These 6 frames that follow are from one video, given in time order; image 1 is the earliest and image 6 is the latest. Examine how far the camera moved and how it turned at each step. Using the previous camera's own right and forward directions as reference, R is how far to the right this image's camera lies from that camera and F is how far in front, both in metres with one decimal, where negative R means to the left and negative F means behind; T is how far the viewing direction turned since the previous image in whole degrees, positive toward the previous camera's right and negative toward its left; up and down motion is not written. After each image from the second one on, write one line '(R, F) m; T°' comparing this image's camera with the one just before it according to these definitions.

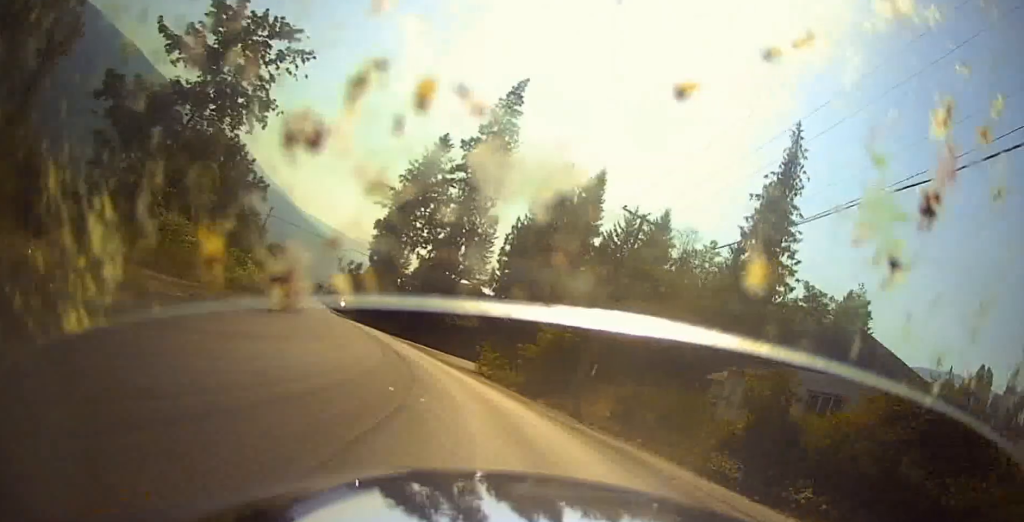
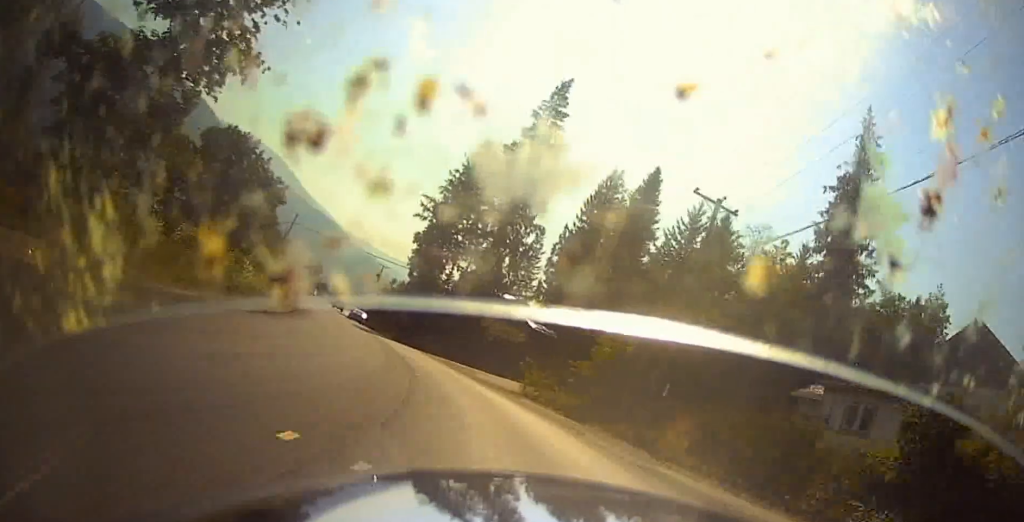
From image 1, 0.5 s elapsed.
(-0.4, +6.7) m; -4°
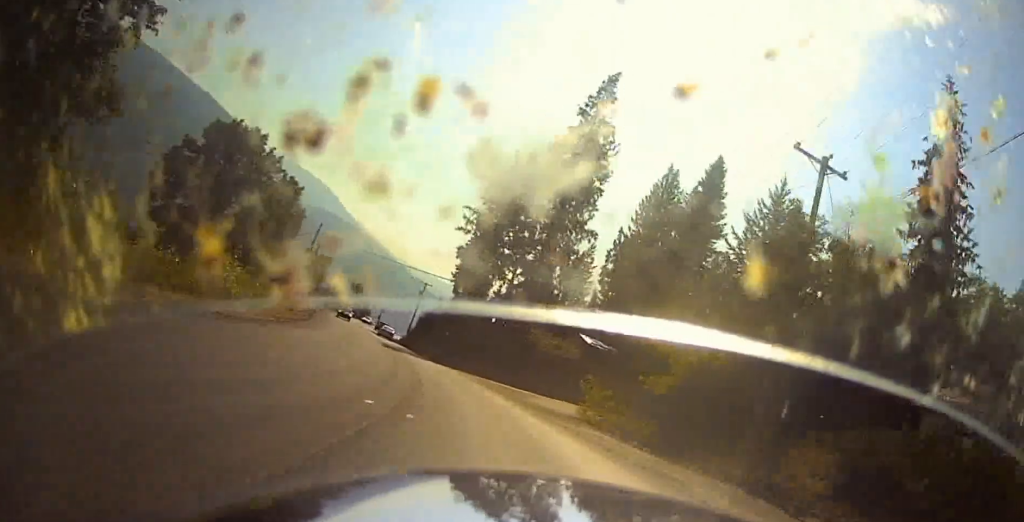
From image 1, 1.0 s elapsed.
(-0.4, +7.3) m; -5°
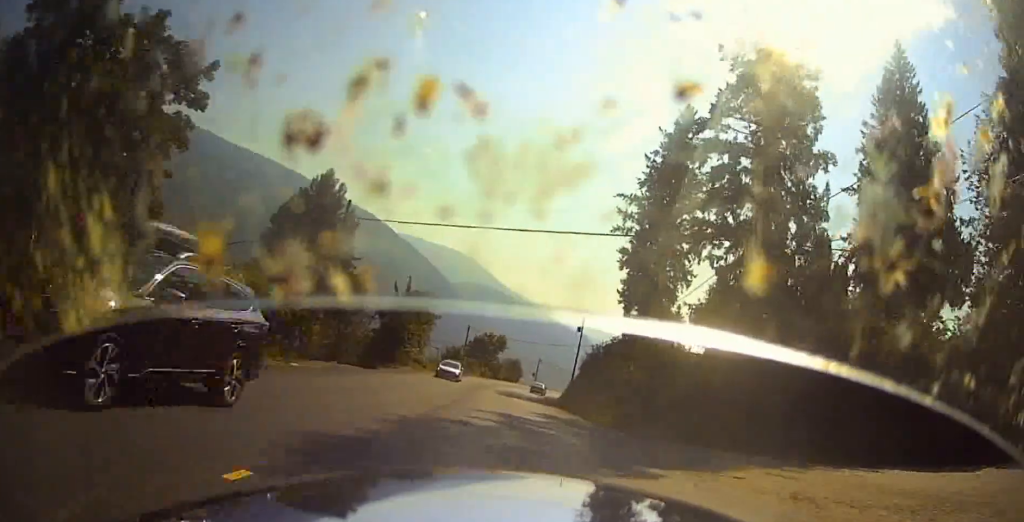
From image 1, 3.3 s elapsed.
(-0.4, +36.8) m; +2°
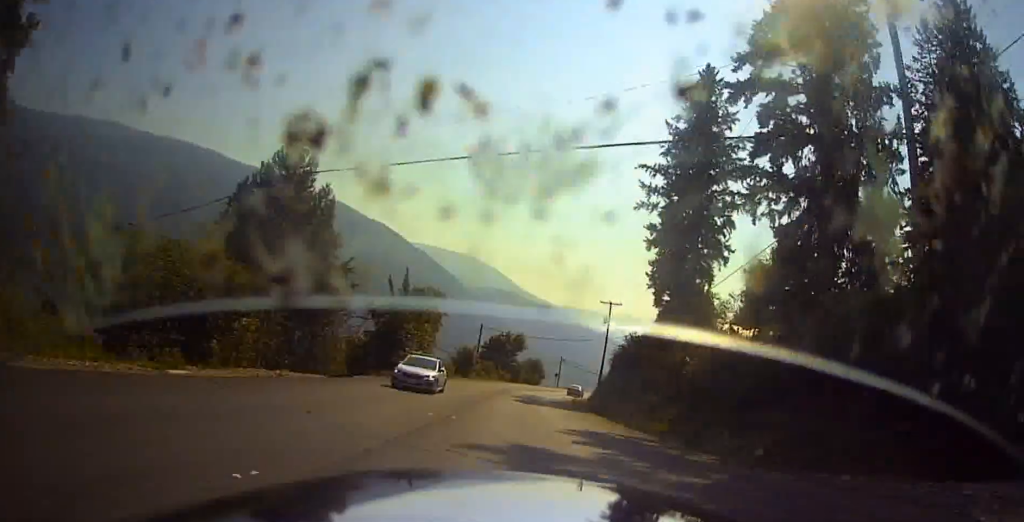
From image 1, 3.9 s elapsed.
(0.0, +10.8) m; -1°
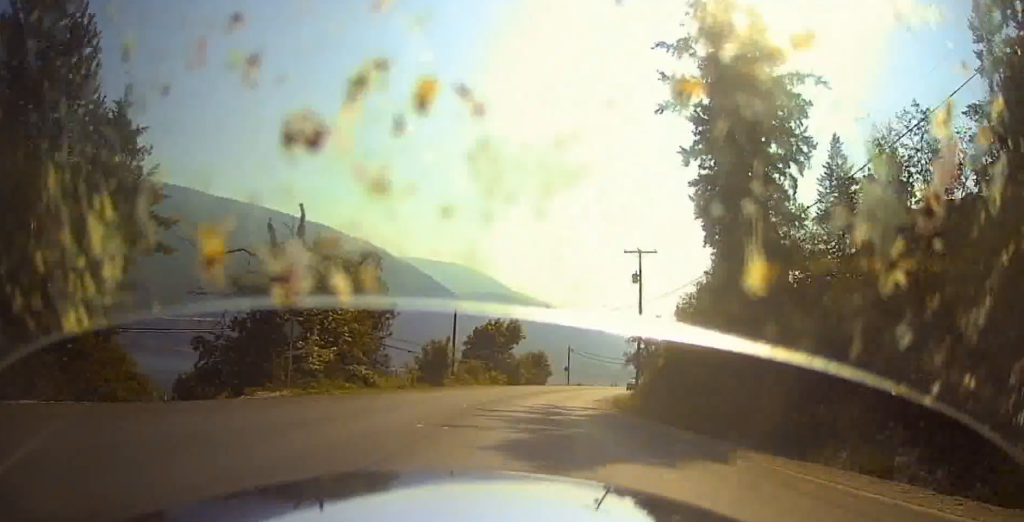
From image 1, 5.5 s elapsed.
(-0.1, +26.7) m; +1°
